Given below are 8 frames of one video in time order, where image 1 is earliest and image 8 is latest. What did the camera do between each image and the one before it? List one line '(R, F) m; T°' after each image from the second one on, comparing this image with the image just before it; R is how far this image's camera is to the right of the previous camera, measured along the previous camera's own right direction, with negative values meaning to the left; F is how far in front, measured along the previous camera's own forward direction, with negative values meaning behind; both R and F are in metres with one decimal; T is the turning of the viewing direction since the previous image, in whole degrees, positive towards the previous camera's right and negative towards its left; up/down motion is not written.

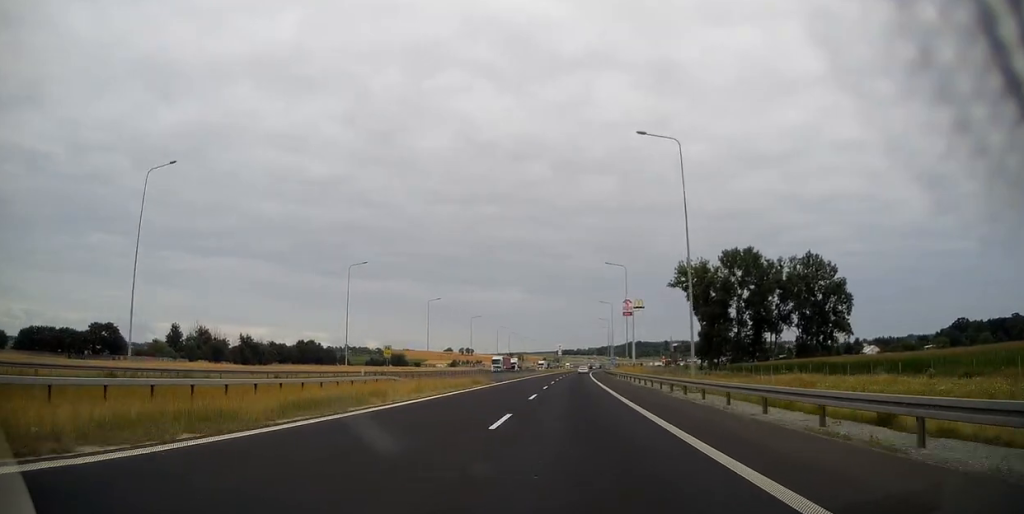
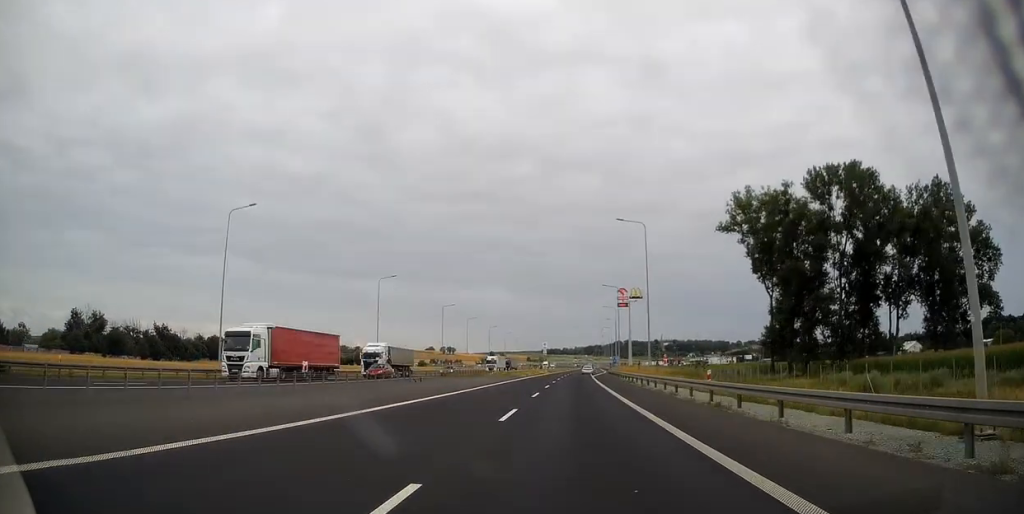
(+1.0, +69.6) m; +2°
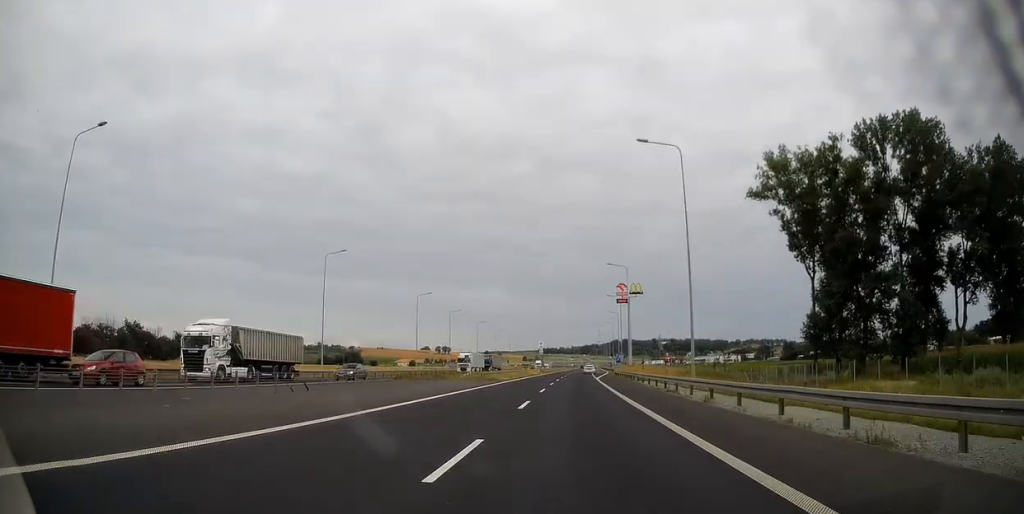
(+0.1, +19.7) m; 0°
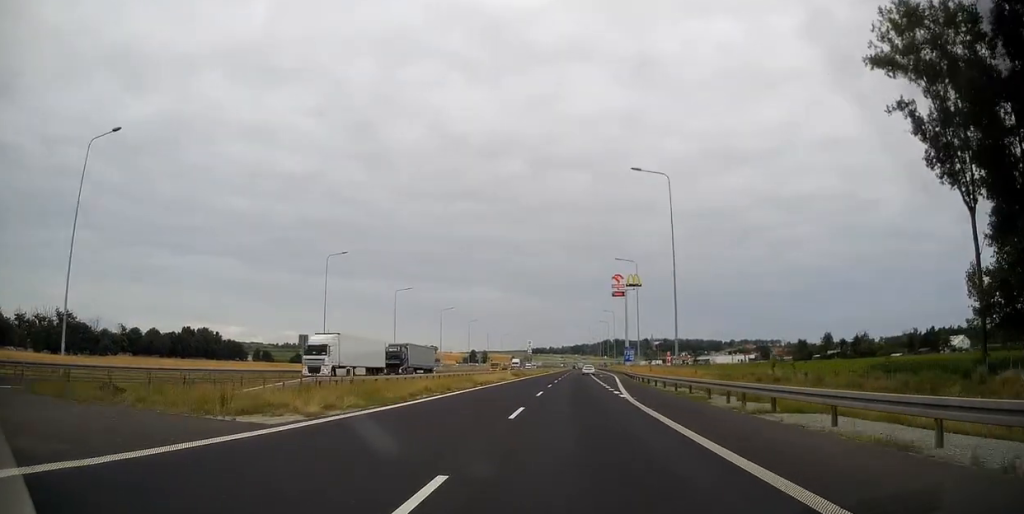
(+0.1, +39.3) m; +1°
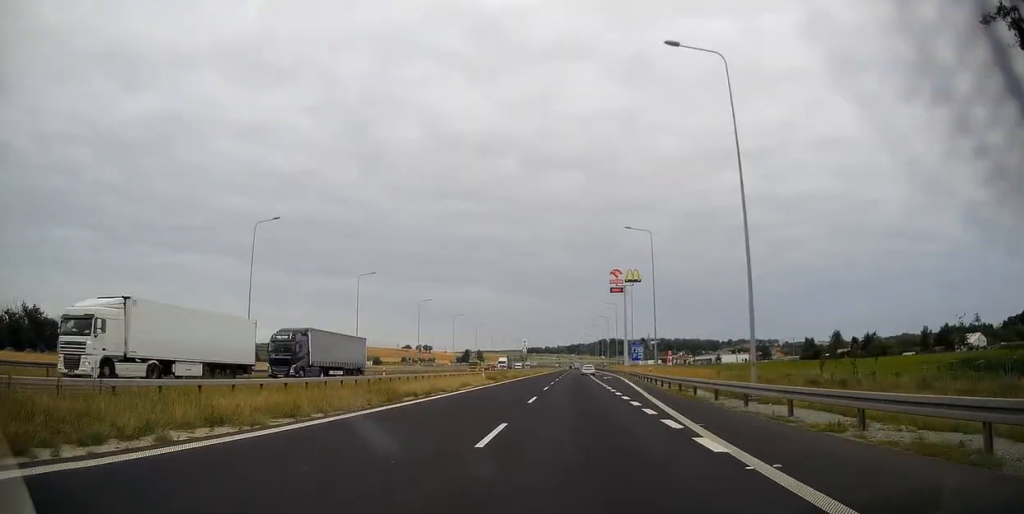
(+0.1, +17.3) m; 0°
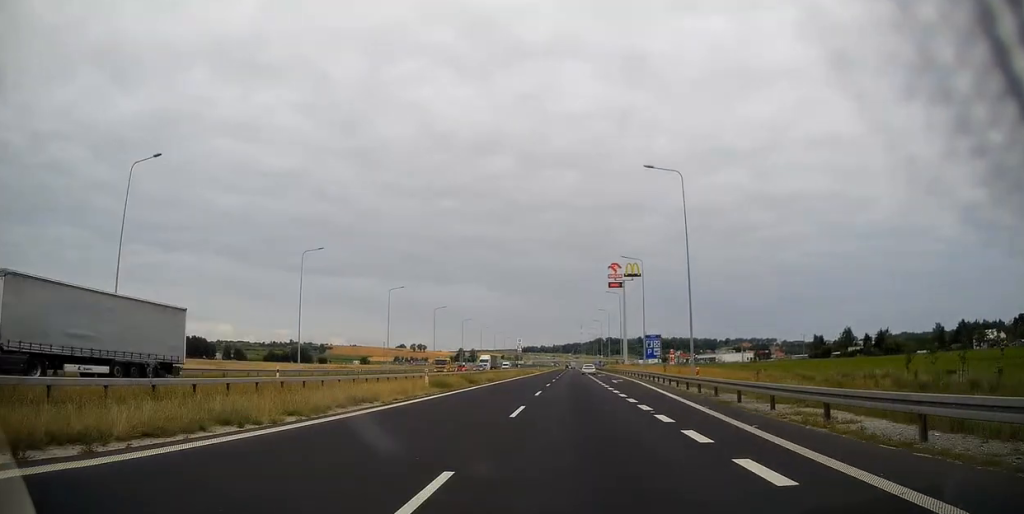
(0.0, +18.3) m; 0°
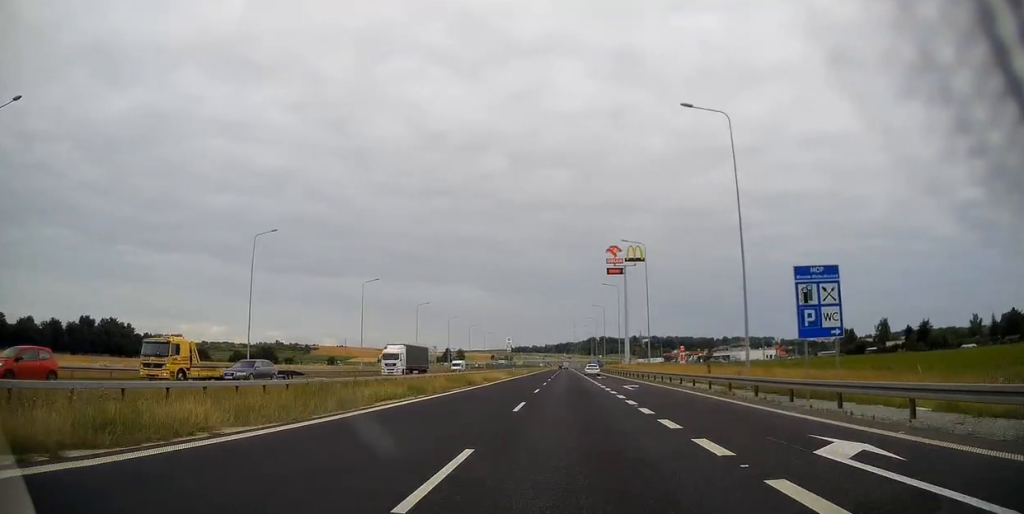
(+0.3, +45.2) m; +1°
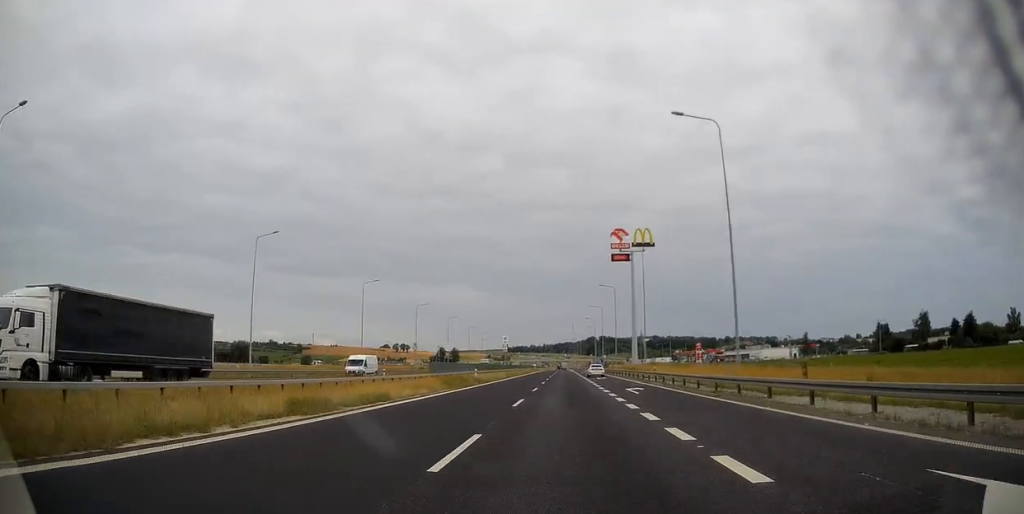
(+0.1, +34.3) m; 0°
